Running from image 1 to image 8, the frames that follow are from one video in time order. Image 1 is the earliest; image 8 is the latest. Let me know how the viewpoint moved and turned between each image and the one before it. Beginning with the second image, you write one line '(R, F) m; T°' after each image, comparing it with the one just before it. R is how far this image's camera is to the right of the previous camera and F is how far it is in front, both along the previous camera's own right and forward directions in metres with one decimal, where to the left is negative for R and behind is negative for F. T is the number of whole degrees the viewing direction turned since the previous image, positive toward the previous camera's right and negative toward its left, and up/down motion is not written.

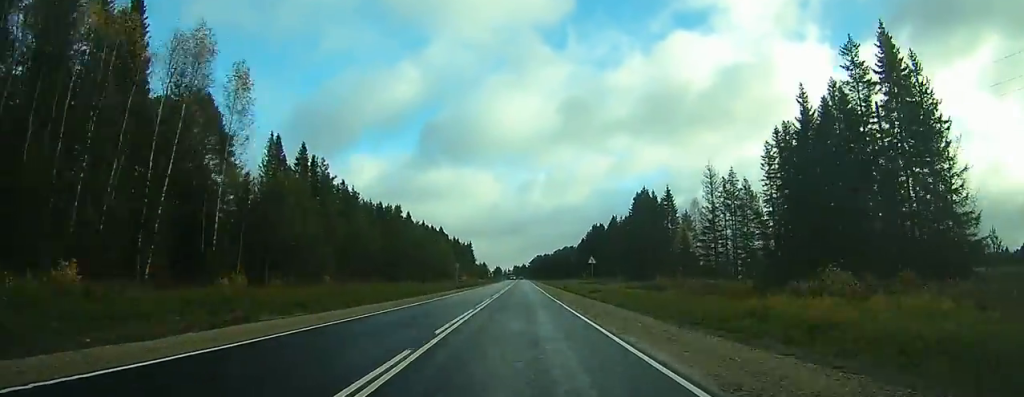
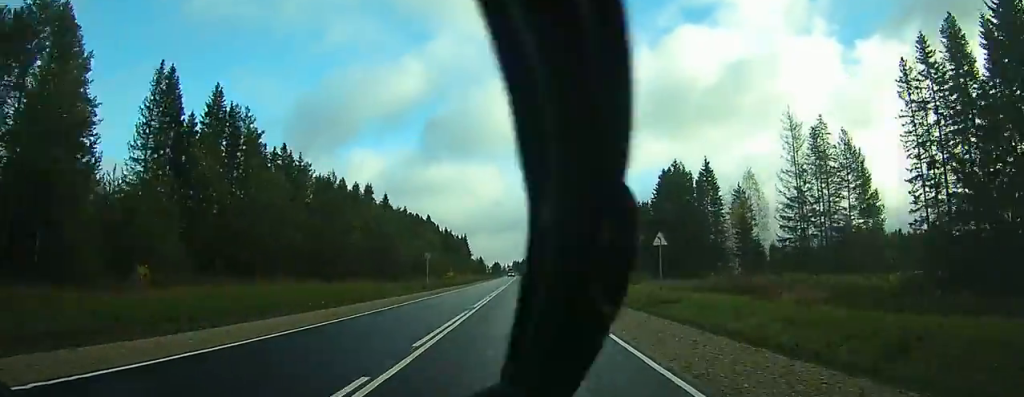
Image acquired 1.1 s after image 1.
(0.0, +27.1) m; 0°
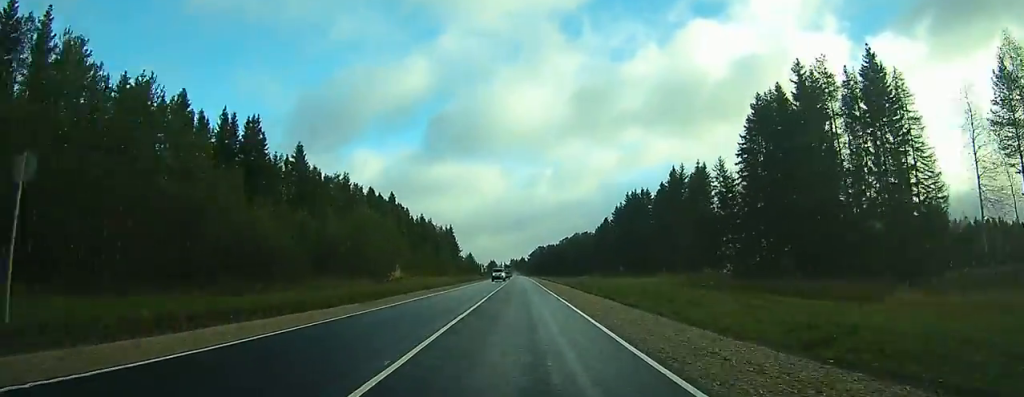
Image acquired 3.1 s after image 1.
(-0.3, +50.5) m; 0°
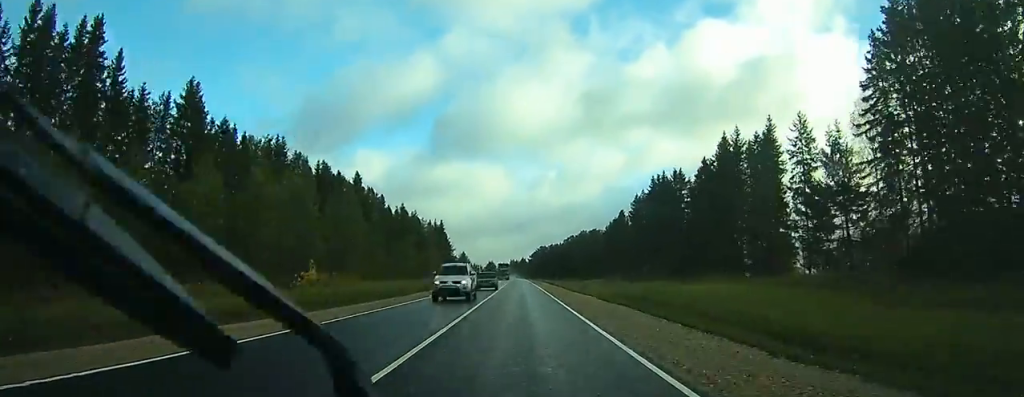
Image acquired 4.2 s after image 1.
(+0.2, +28.5) m; 0°
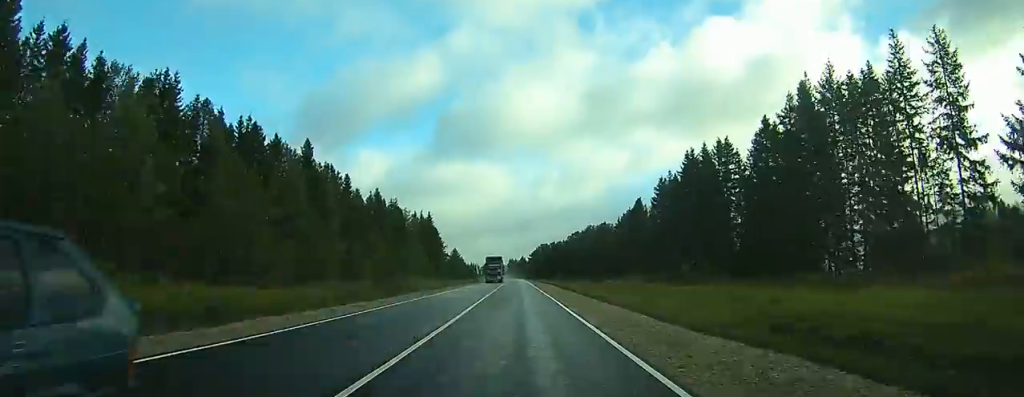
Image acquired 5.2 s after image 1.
(0.0, +25.1) m; 0°
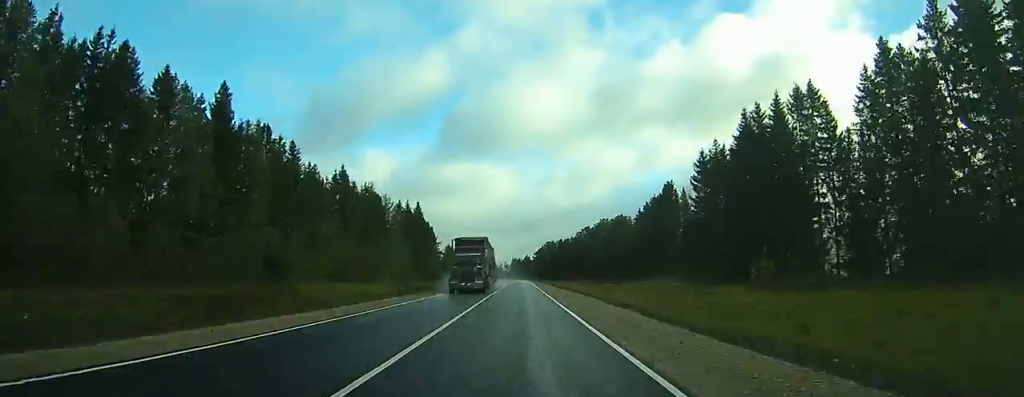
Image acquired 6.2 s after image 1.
(-0.1, +25.0) m; 0°
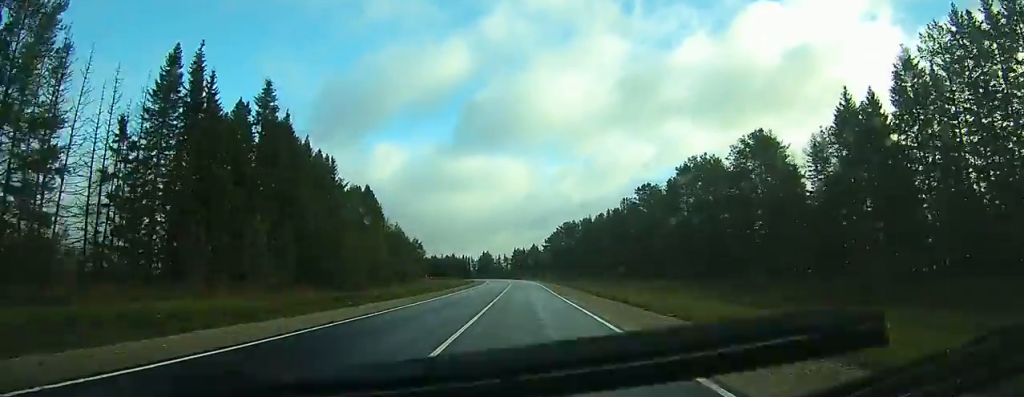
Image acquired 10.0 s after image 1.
(-0.9, +94.1) m; -1°
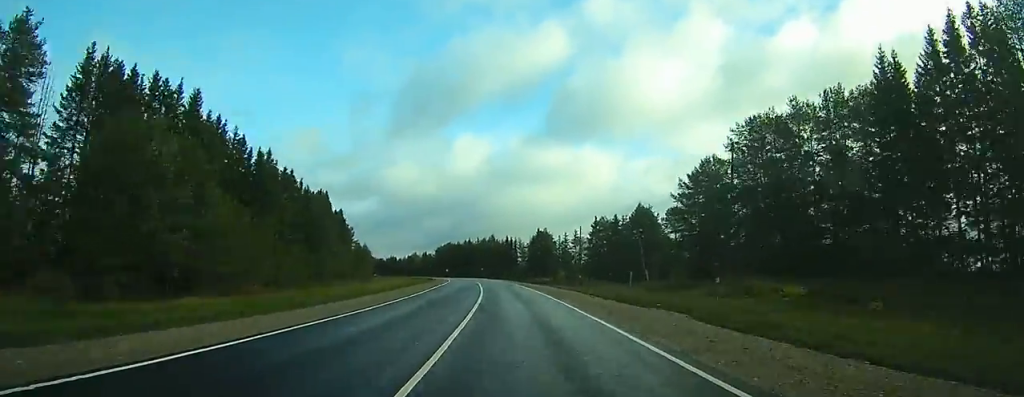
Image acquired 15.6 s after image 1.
(-4.4, +131.2) m; -6°
